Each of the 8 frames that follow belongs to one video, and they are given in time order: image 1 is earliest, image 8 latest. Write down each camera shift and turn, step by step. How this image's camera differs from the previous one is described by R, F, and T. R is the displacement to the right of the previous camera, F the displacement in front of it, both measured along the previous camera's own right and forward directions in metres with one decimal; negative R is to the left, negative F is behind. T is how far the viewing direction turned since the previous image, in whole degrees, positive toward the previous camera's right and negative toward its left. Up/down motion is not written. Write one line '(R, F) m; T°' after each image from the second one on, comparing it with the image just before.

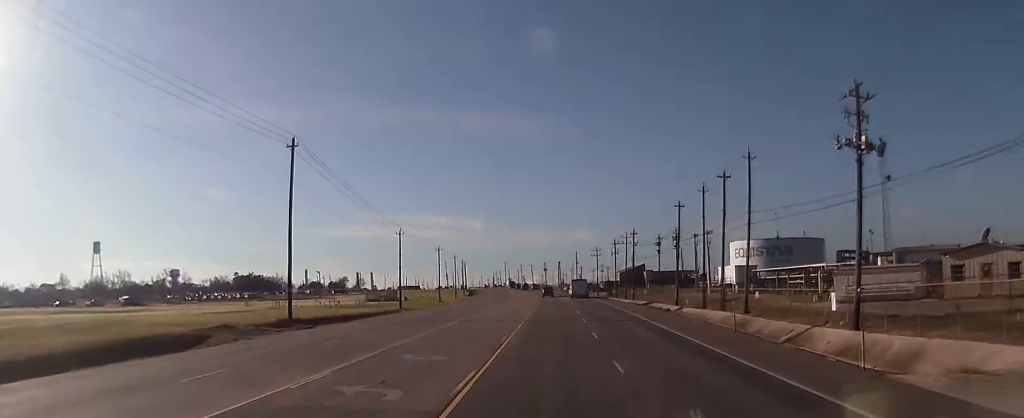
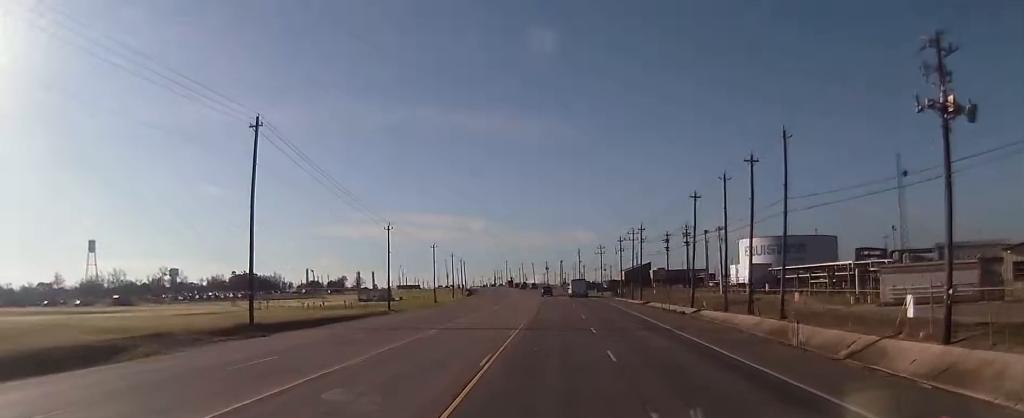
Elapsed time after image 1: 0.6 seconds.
(0.0, +8.1) m; -1°
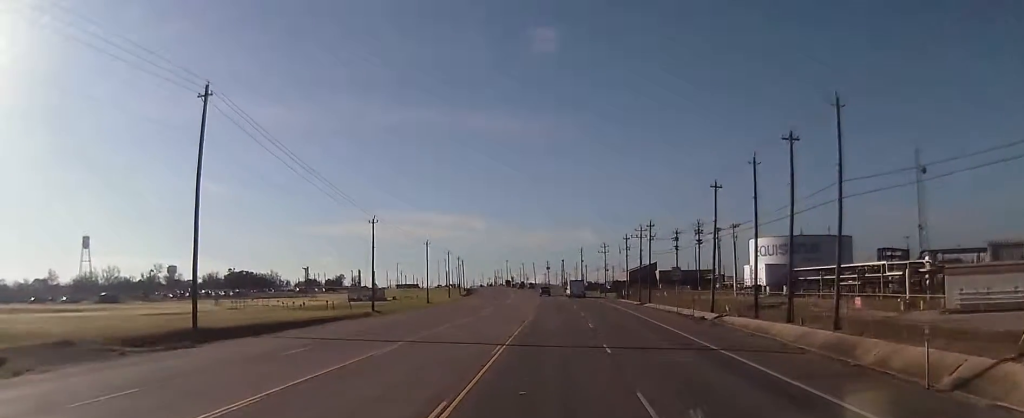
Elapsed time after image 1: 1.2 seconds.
(-0.2, +8.7) m; -1°
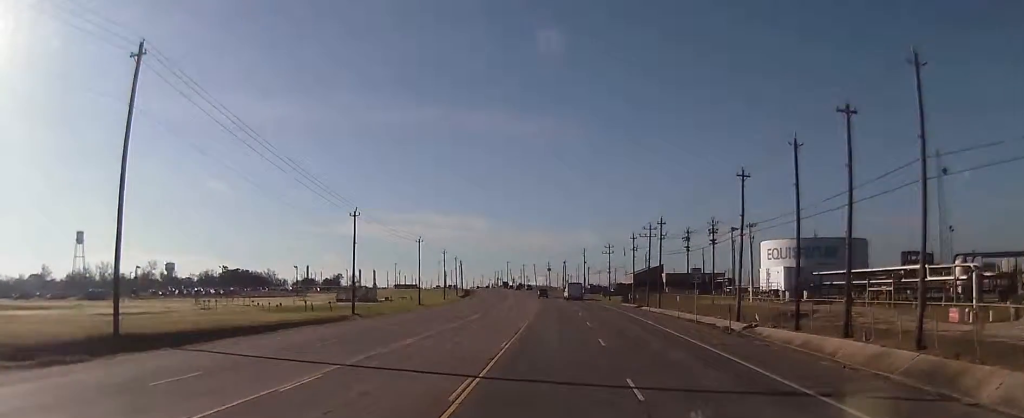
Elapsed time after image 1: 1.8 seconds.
(-0.1, +8.7) m; 0°
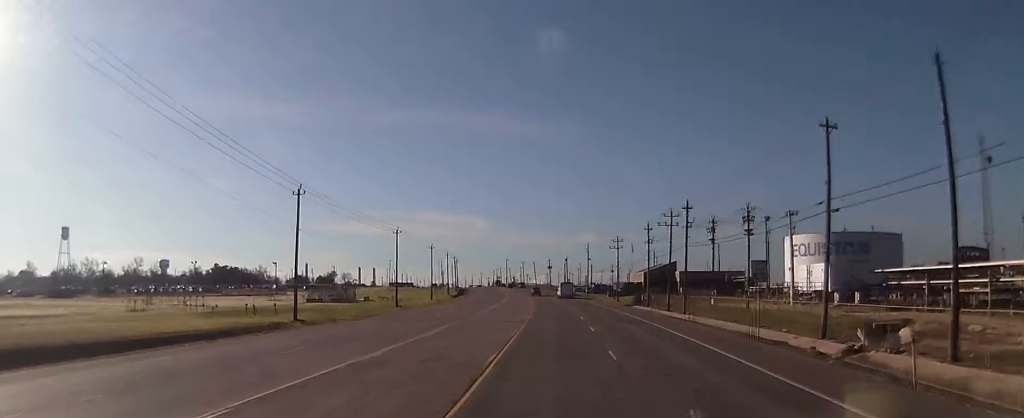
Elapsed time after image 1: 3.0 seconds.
(-0.1, +18.0) m; +2°
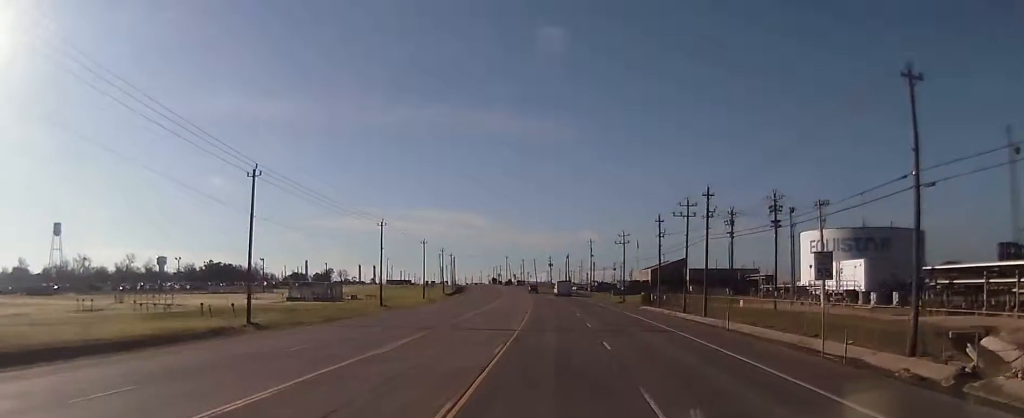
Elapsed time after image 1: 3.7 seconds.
(+0.2, +9.8) m; +1°
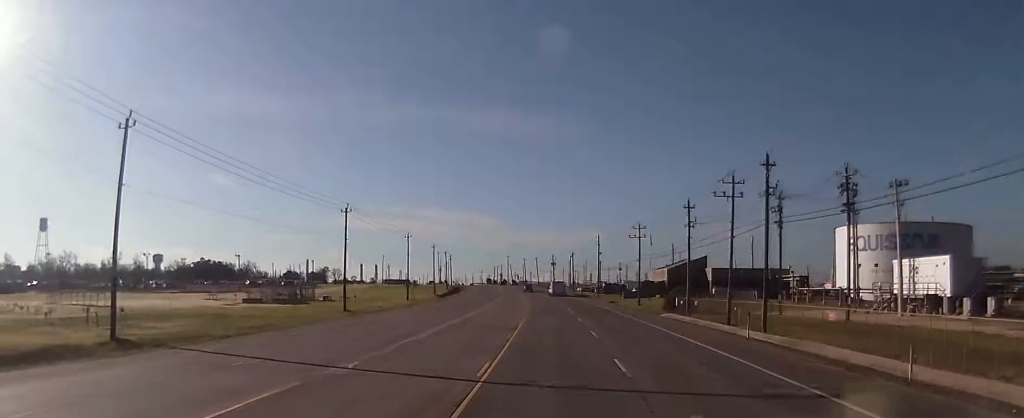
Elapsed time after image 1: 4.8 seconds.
(+0.1, +17.5) m; -1°
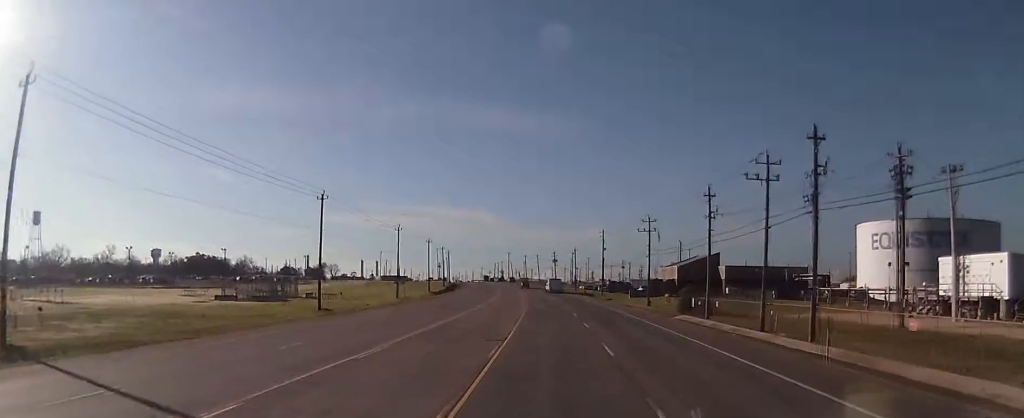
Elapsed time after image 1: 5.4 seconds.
(-0.4, +8.6) m; -1°
